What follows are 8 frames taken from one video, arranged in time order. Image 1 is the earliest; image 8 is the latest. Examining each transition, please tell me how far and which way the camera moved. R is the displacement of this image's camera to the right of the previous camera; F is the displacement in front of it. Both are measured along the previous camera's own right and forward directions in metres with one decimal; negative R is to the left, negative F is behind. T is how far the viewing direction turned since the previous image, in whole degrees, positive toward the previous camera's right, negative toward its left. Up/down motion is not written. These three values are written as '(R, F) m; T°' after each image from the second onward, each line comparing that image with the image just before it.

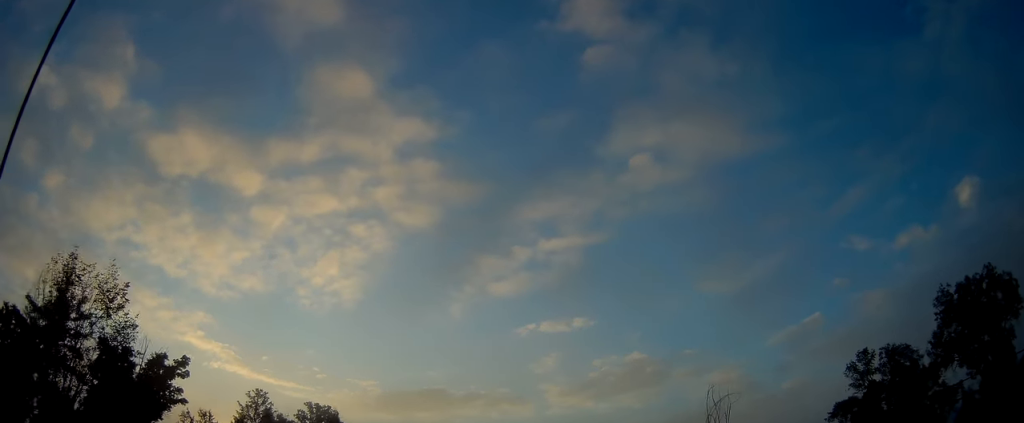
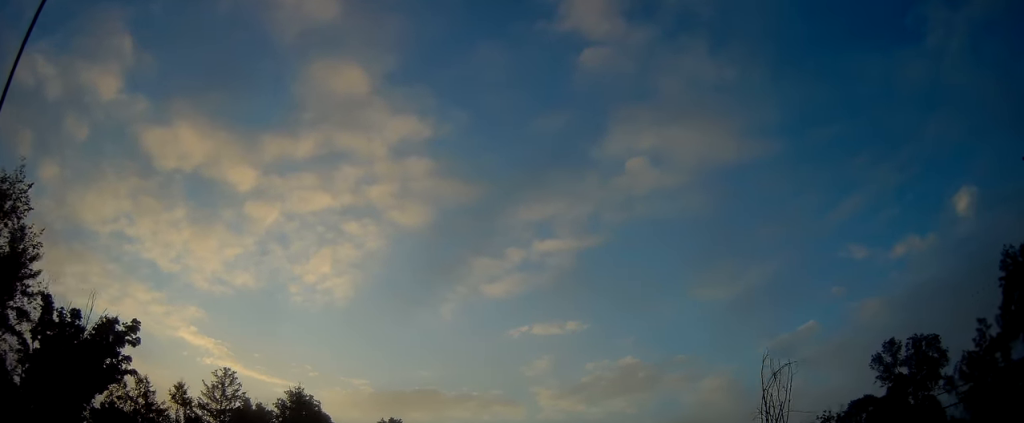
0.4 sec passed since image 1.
(+0.2, +9.7) m; +1°
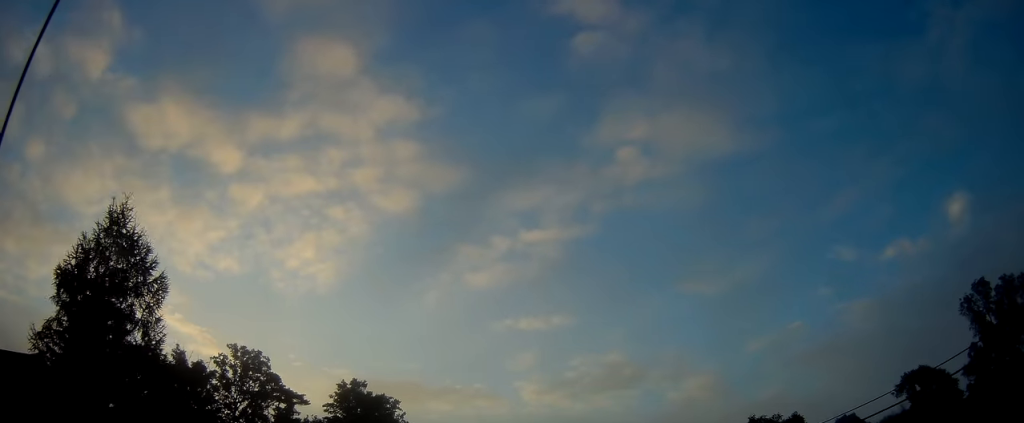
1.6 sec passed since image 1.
(+0.3, +25.7) m; +2°
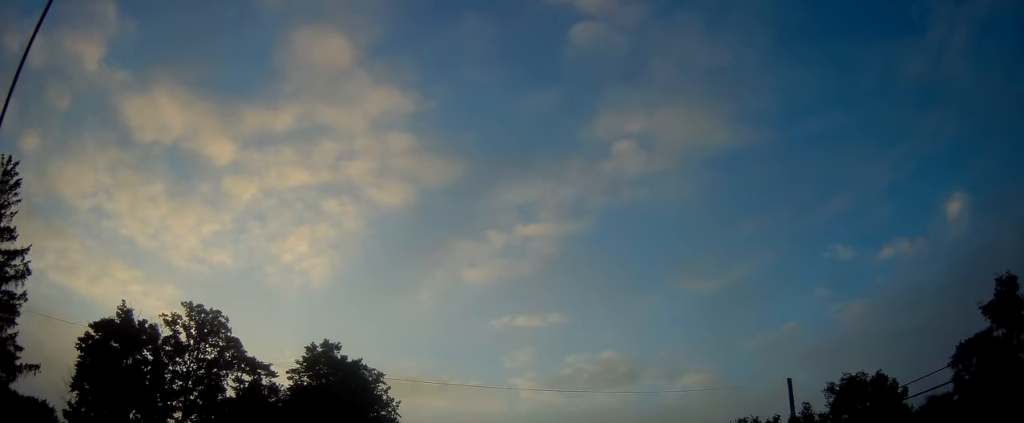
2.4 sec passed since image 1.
(+0.3, +18.5) m; +1°
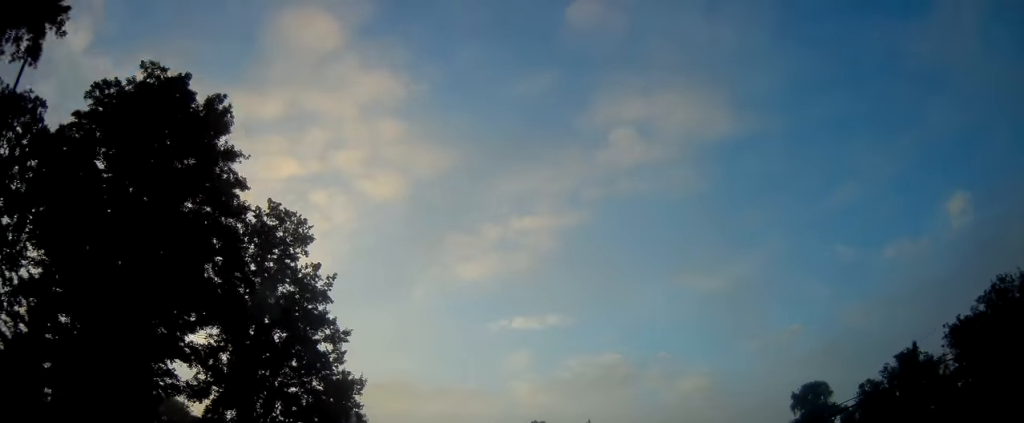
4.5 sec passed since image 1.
(-0.2, +50.2) m; 0°
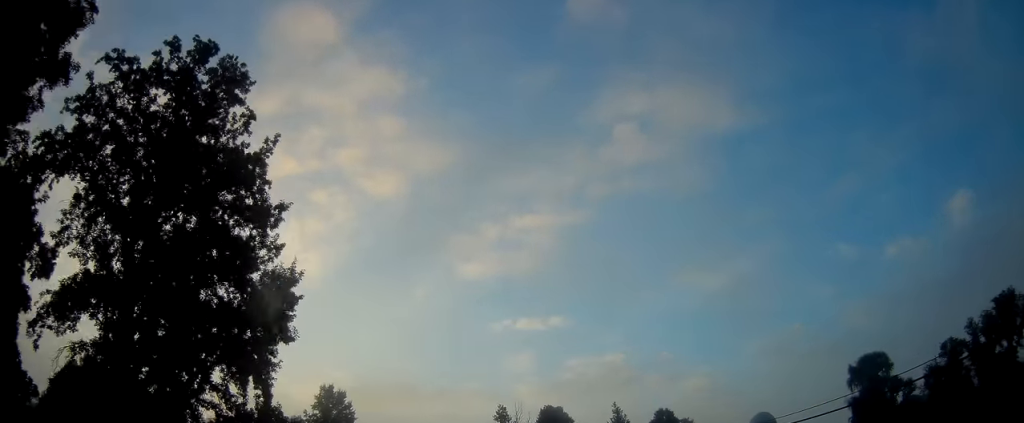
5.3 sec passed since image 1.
(+0.1, +18.4) m; +1°
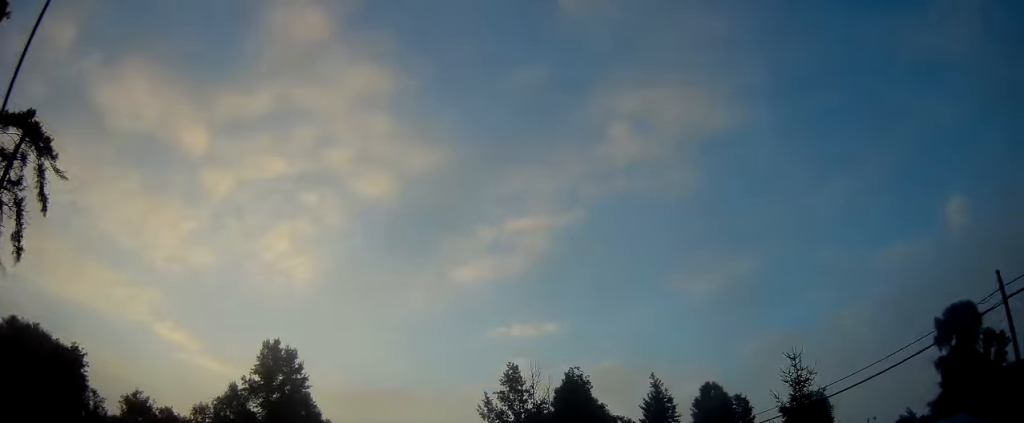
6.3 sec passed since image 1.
(+0.2, +24.3) m; 0°
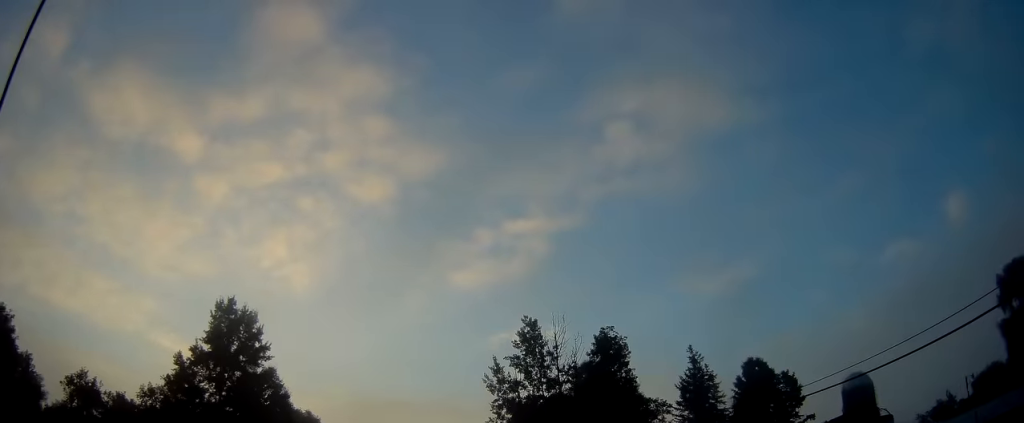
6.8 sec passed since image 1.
(+0.1, +13.8) m; -1°
